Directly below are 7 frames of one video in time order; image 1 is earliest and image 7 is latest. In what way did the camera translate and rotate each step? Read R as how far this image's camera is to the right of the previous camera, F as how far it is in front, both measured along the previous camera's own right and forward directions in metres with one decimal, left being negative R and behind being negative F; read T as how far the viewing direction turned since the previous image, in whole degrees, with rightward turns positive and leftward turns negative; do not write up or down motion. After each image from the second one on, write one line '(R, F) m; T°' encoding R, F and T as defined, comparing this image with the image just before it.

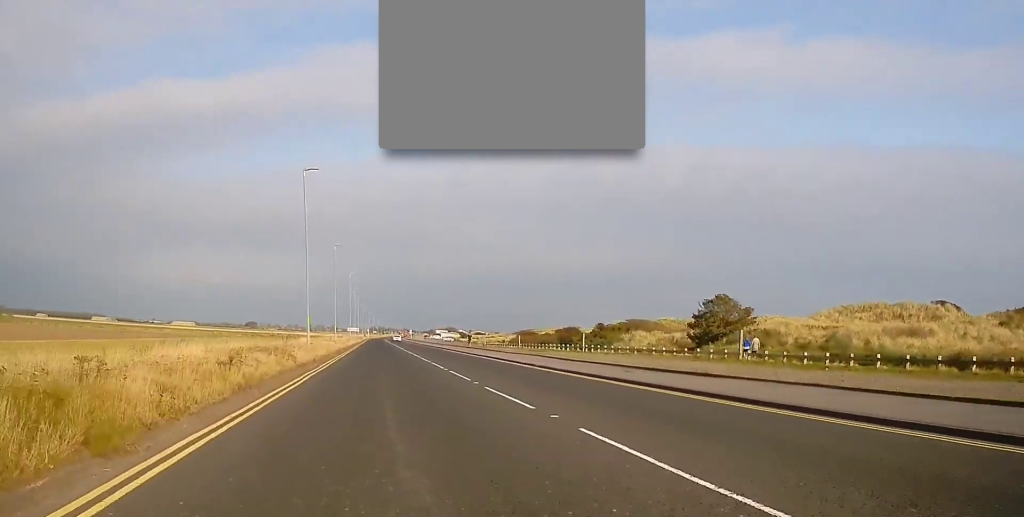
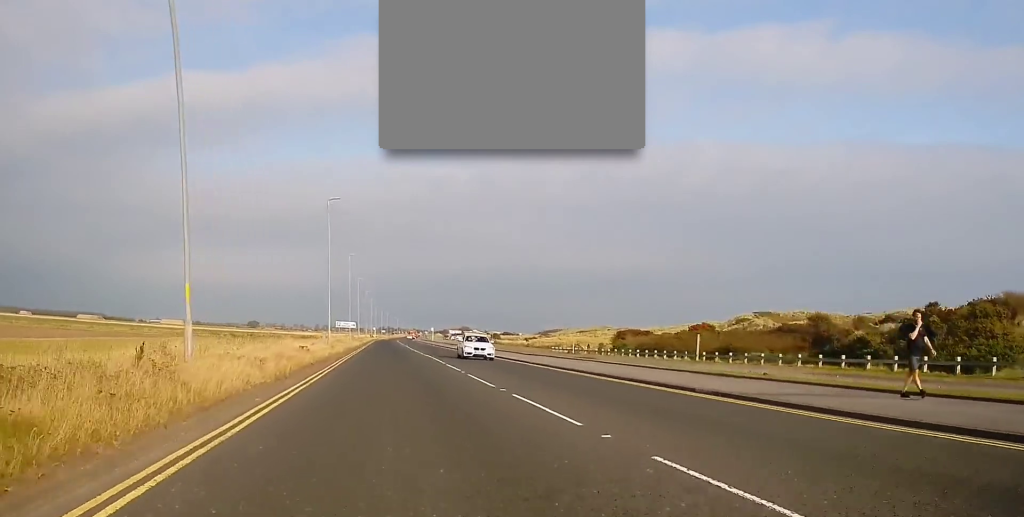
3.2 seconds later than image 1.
(-0.2, +64.1) m; 0°
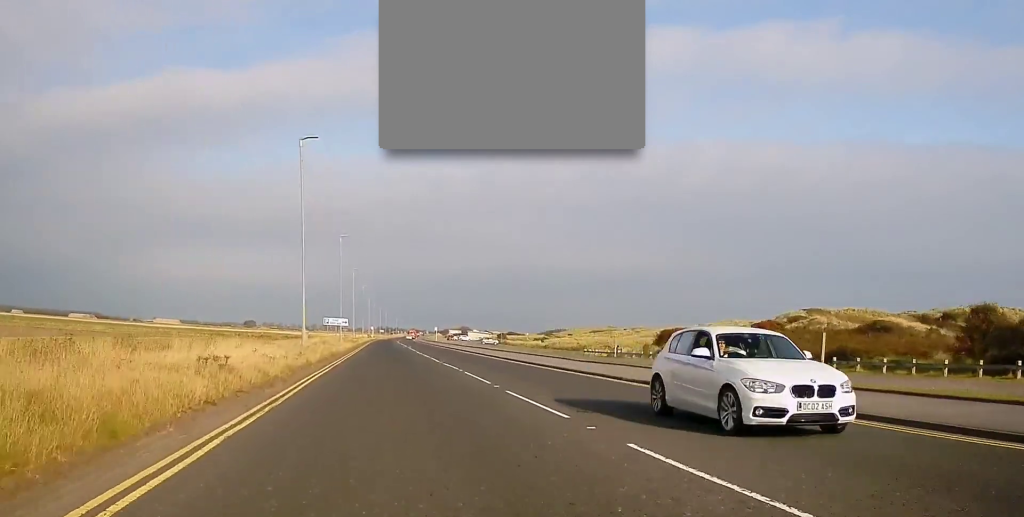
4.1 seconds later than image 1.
(-0.2, +16.9) m; -1°
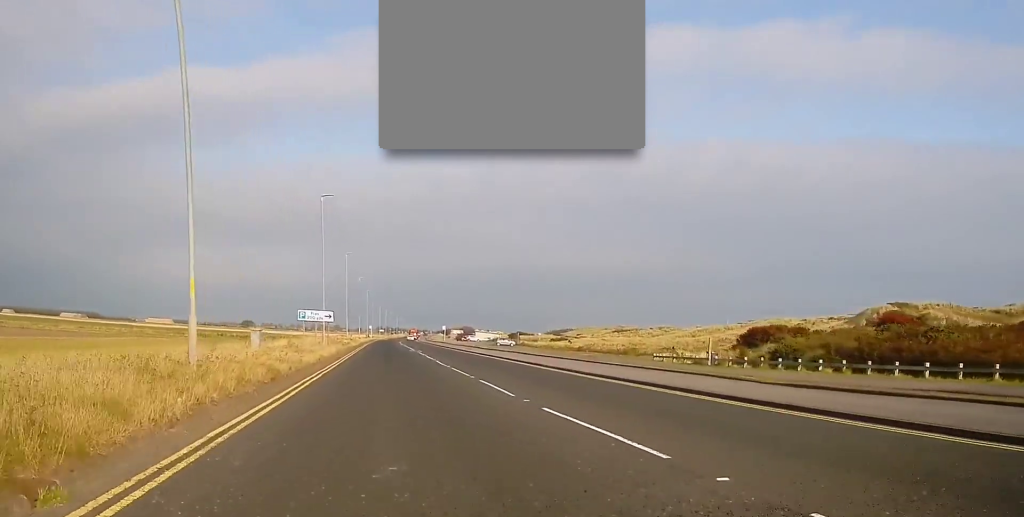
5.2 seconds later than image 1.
(-0.1, +21.8) m; 0°
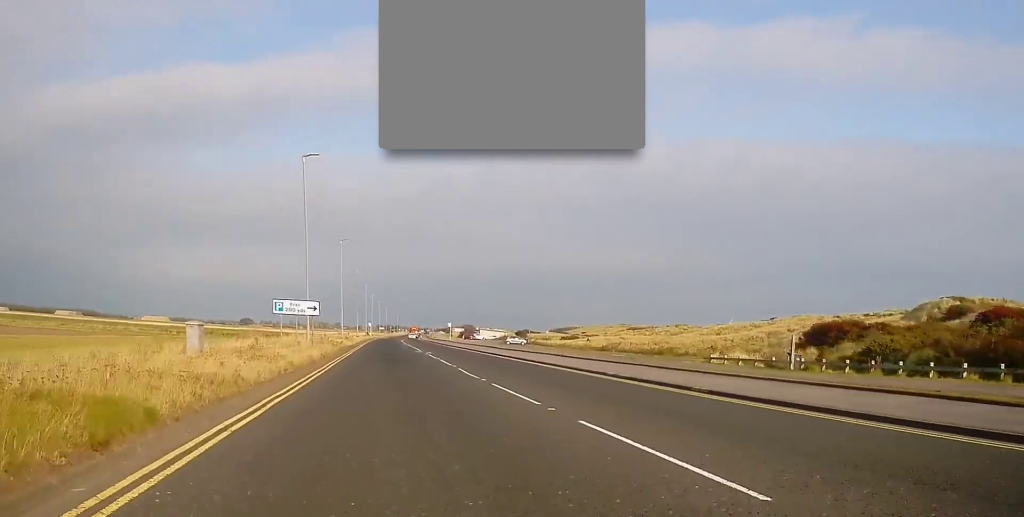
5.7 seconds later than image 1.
(+0.1, +11.3) m; 0°
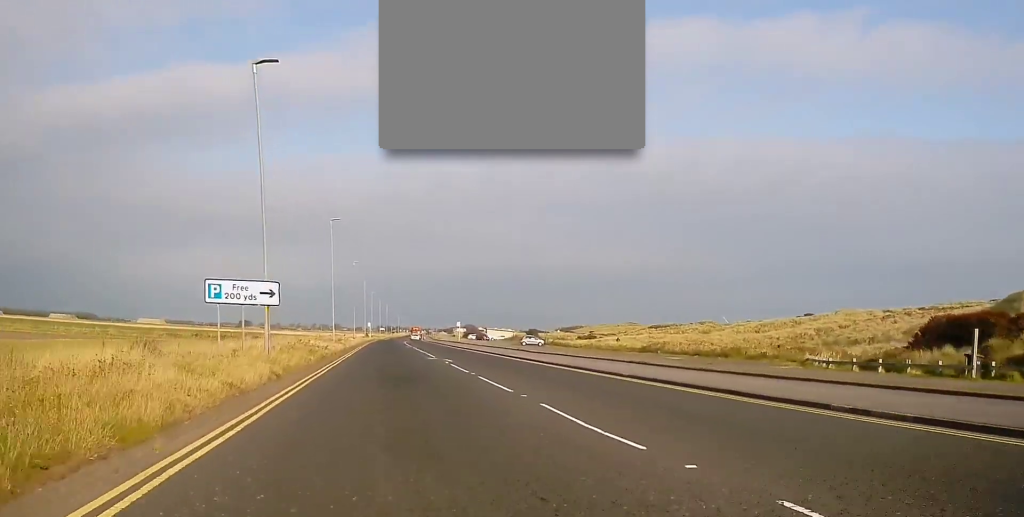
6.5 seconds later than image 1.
(0.0, +15.1) m; +1°
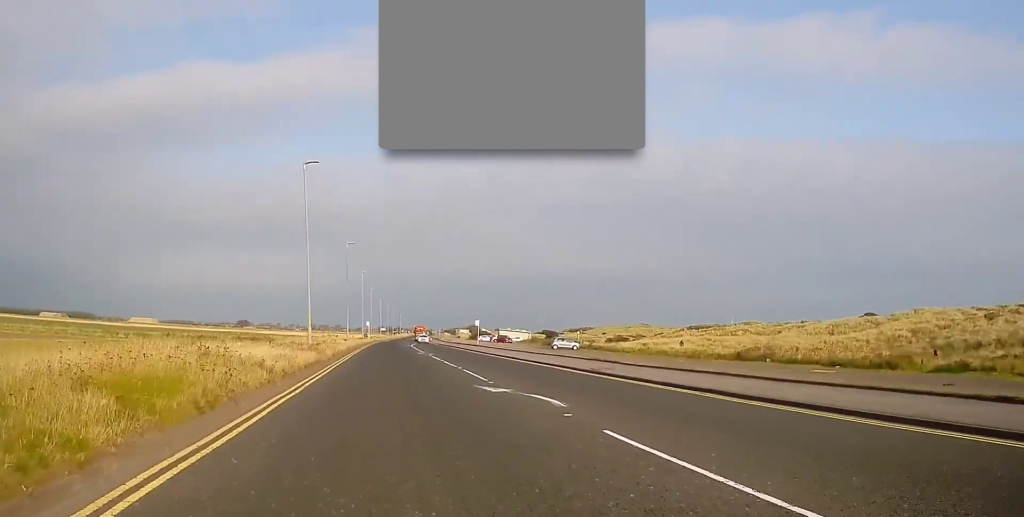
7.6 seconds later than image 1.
(+0.2, +22.0) m; -1°
